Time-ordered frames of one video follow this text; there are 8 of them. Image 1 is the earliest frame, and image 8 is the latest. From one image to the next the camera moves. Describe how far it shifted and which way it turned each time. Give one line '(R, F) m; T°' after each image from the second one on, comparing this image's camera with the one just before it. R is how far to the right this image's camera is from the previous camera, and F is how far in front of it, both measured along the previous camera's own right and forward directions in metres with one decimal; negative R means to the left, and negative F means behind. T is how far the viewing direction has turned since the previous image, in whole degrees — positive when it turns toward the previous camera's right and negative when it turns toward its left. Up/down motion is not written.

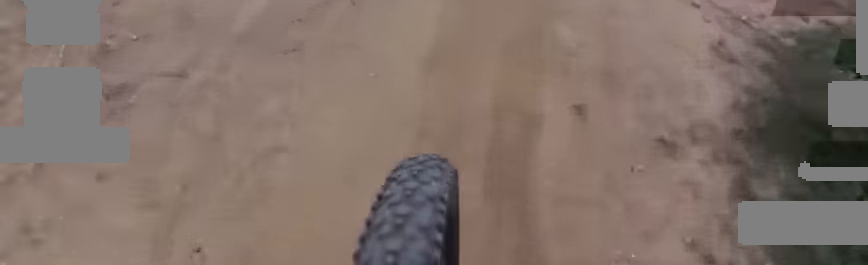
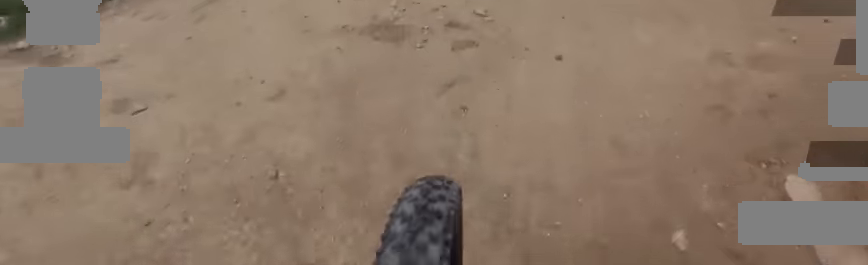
(+0.6, +4.8) m; 0°
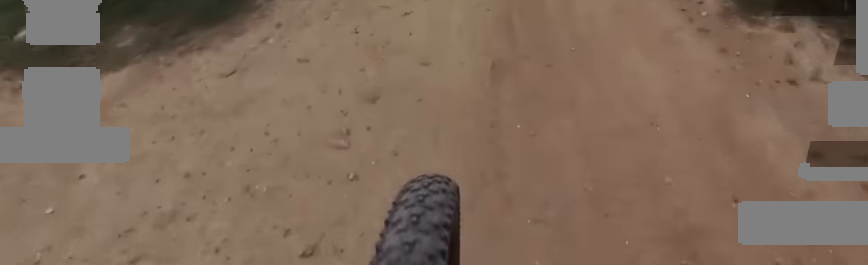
(-1.2, +6.1) m; 0°
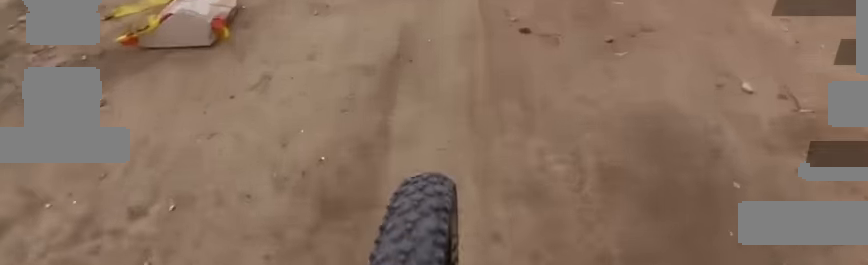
(+1.7, +14.1) m; +2°
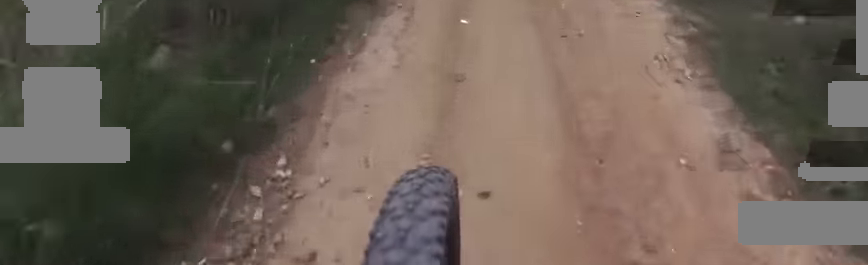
(-0.9, +8.9) m; -2°
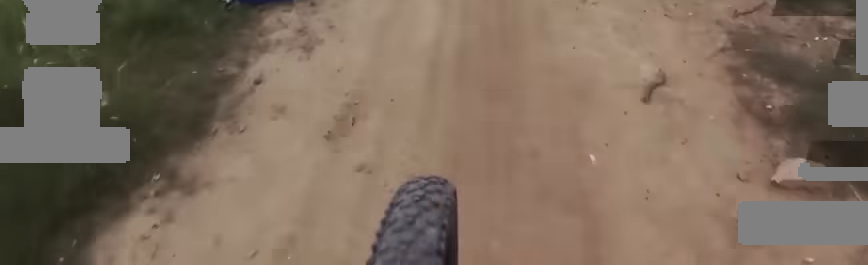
(+0.7, +8.8) m; +4°
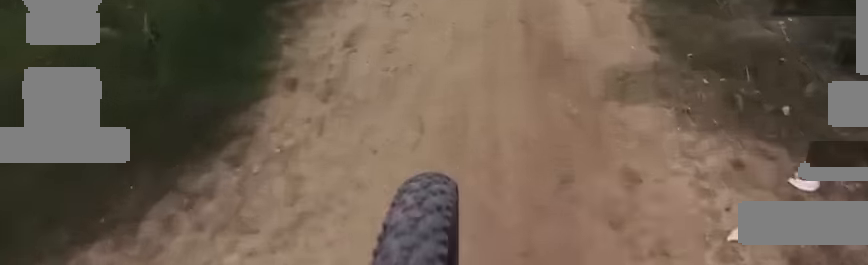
(-0.2, +9.2) m; -2°
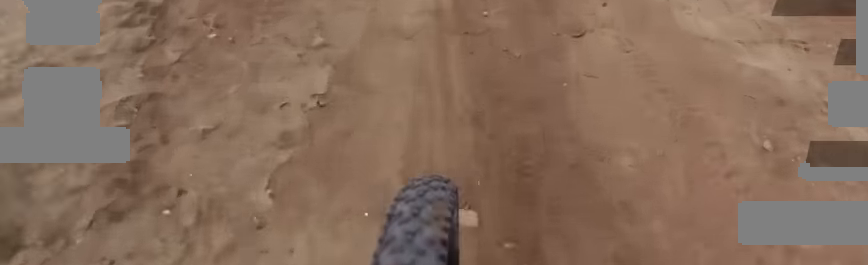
(-0.1, +4.4) m; -1°
